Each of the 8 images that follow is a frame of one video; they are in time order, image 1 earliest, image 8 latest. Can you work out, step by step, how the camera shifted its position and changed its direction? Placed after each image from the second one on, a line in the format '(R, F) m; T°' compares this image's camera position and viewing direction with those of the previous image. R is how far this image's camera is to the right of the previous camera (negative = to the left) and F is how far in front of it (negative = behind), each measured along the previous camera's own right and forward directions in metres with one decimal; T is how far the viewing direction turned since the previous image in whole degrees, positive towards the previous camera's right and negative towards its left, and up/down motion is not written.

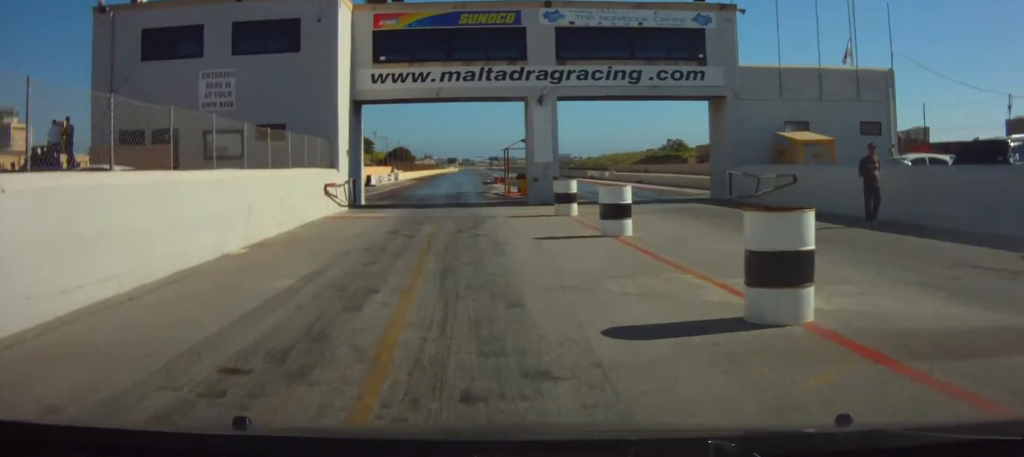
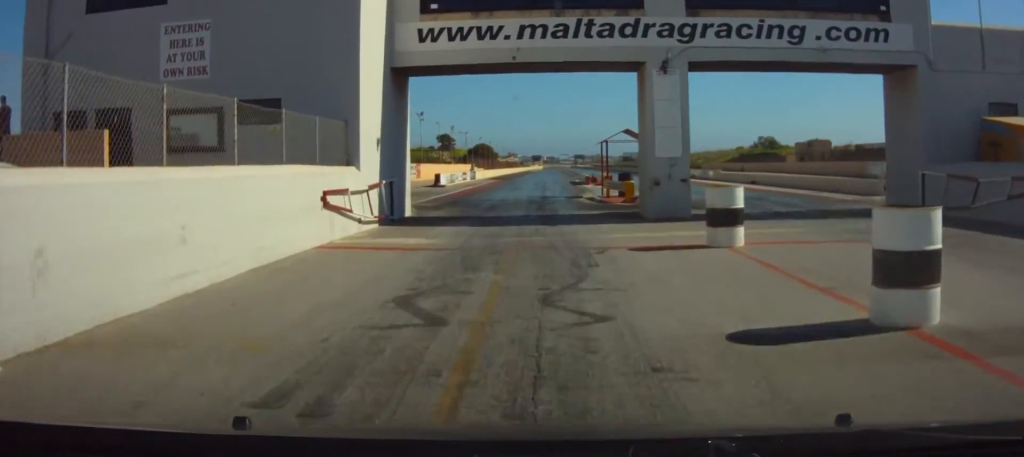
(-1.0, +8.8) m; -6°
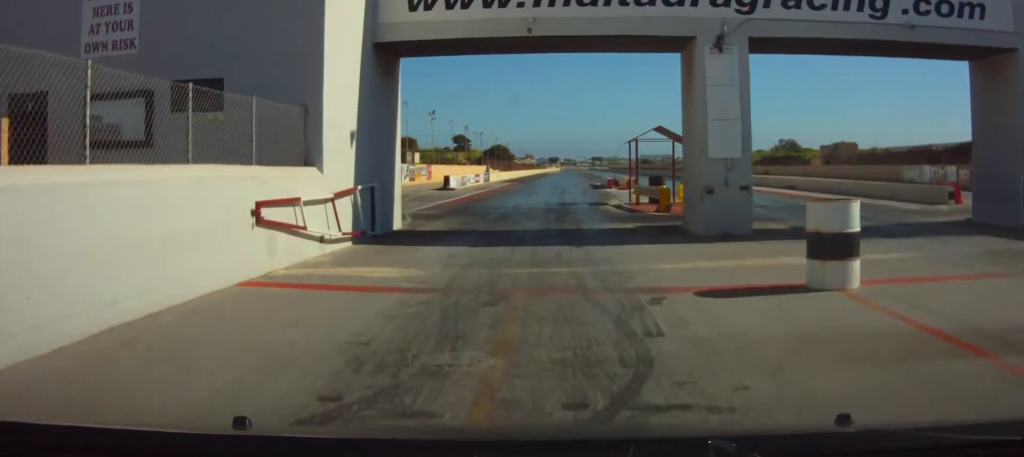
(+0.1, +3.9) m; 0°
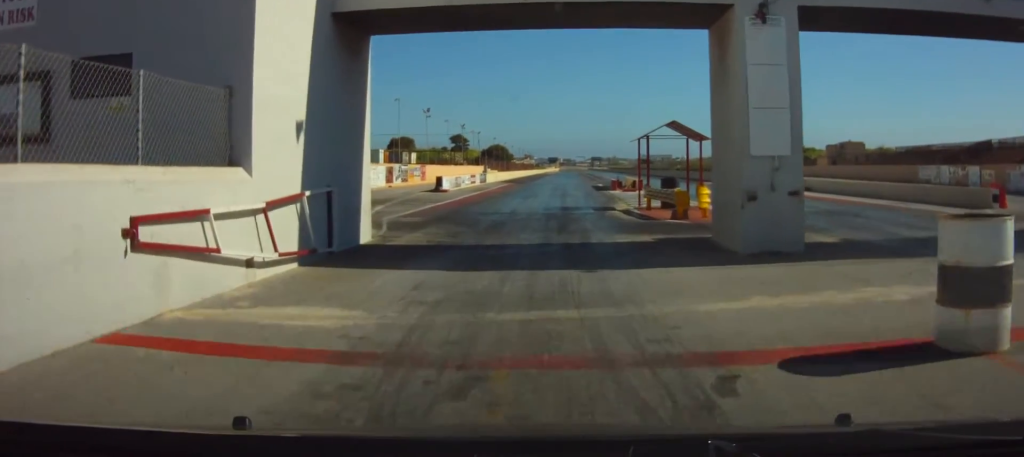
(0.0, +2.7) m; +1°
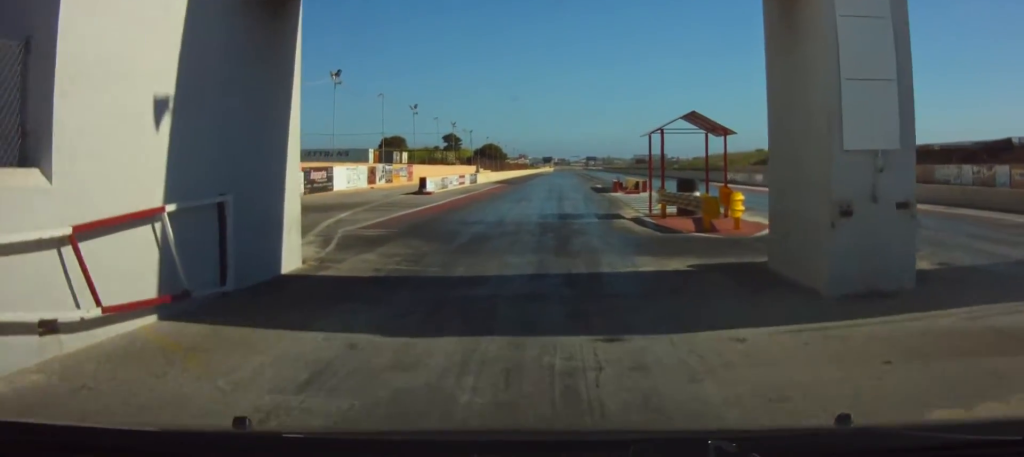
(+0.1, +3.5) m; +2°
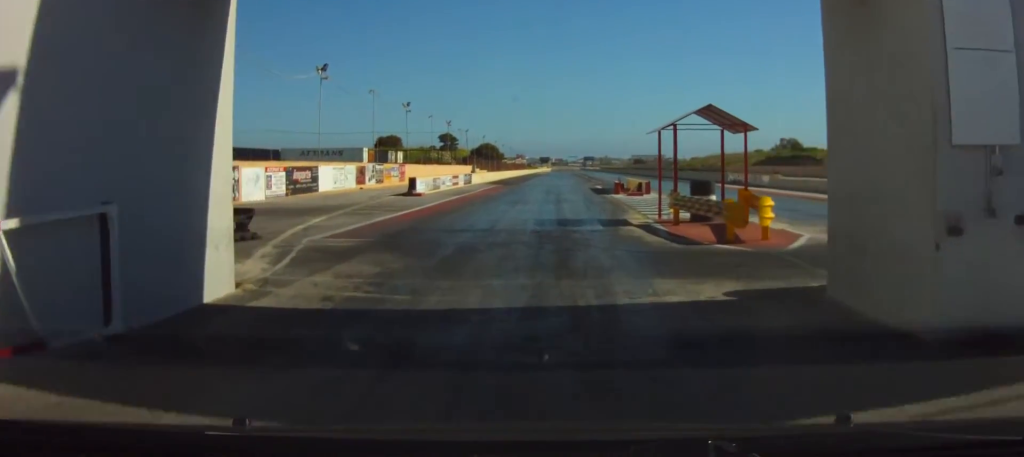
(0.0, +2.1) m; 0°
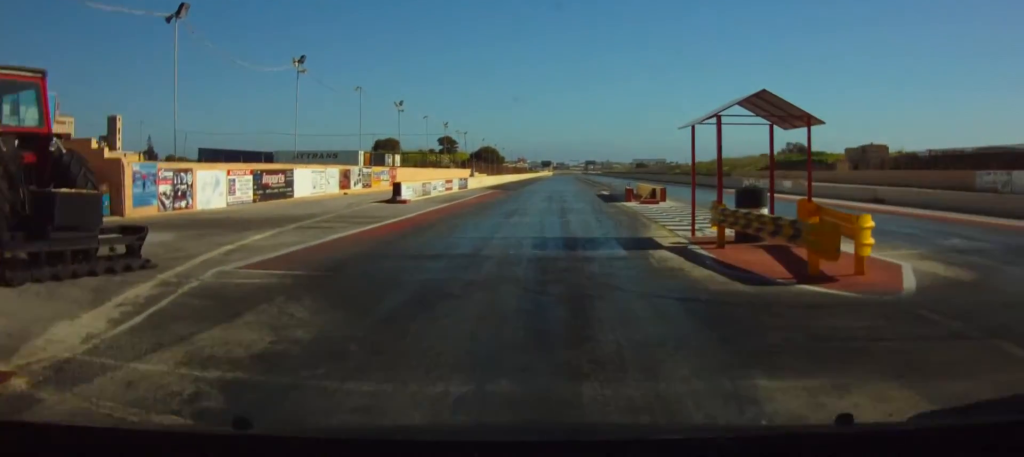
(0.0, +4.2) m; -2°
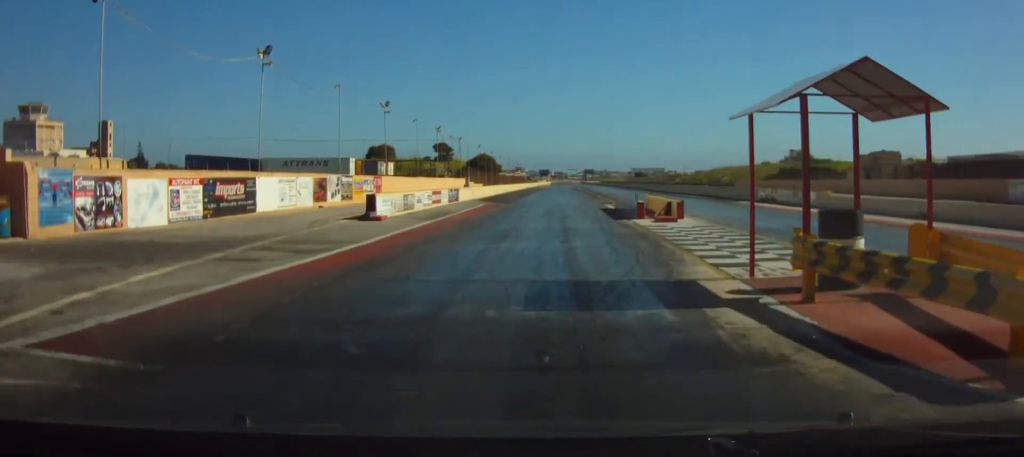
(-0.1, +5.4) m; 0°
